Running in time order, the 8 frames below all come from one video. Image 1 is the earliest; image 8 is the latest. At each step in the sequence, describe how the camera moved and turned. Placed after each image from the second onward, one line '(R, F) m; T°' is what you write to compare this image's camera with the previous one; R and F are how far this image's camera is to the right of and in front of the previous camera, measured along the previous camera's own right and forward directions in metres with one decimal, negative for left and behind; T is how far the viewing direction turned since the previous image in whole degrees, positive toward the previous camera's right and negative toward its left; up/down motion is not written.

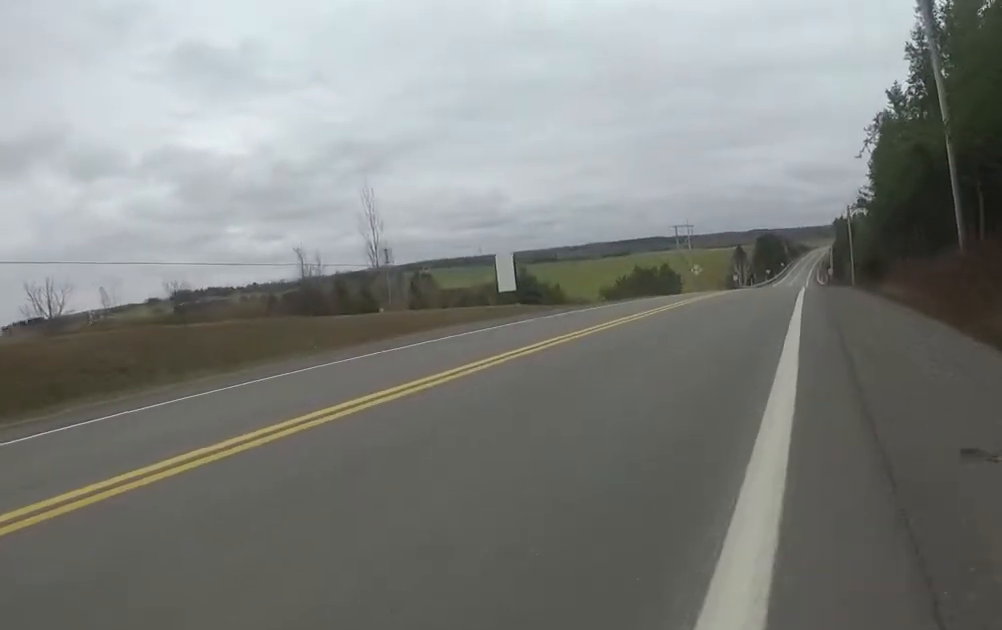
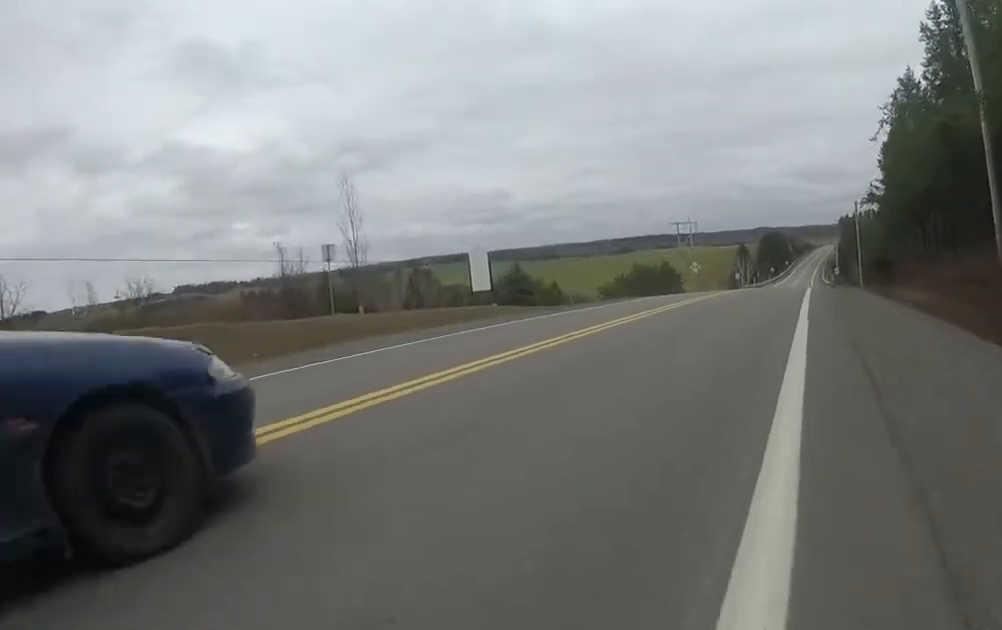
(-0.3, +4.1) m; -1°
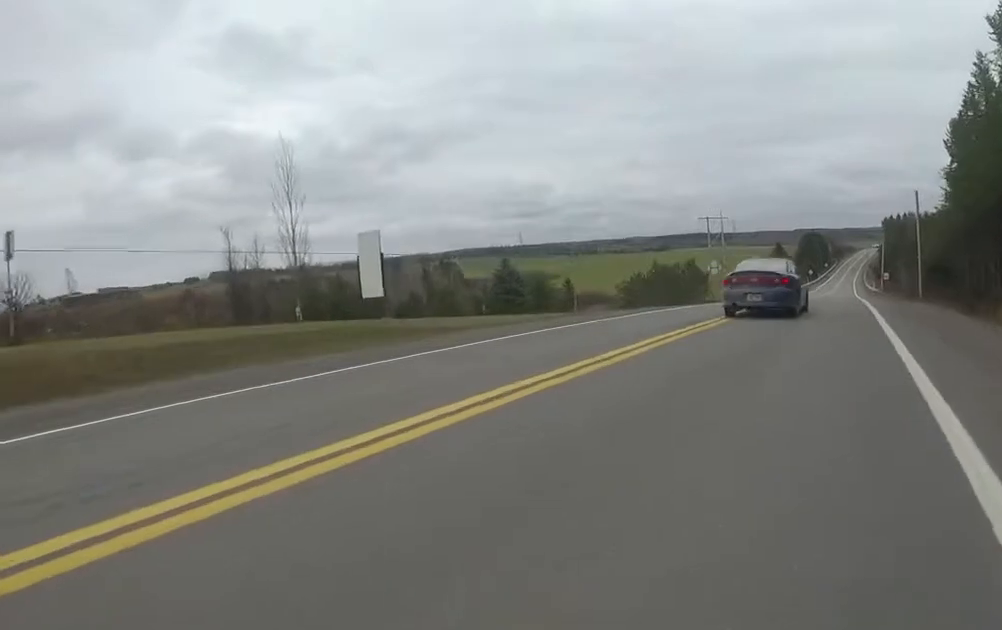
(-0.8, +14.1) m; +4°
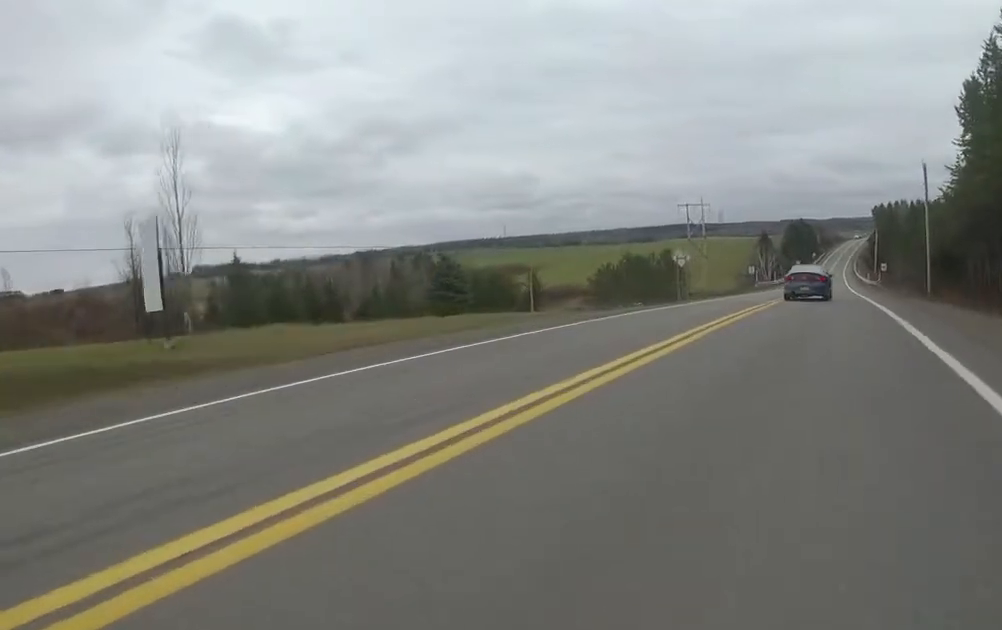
(+1.7, +9.1) m; +7°
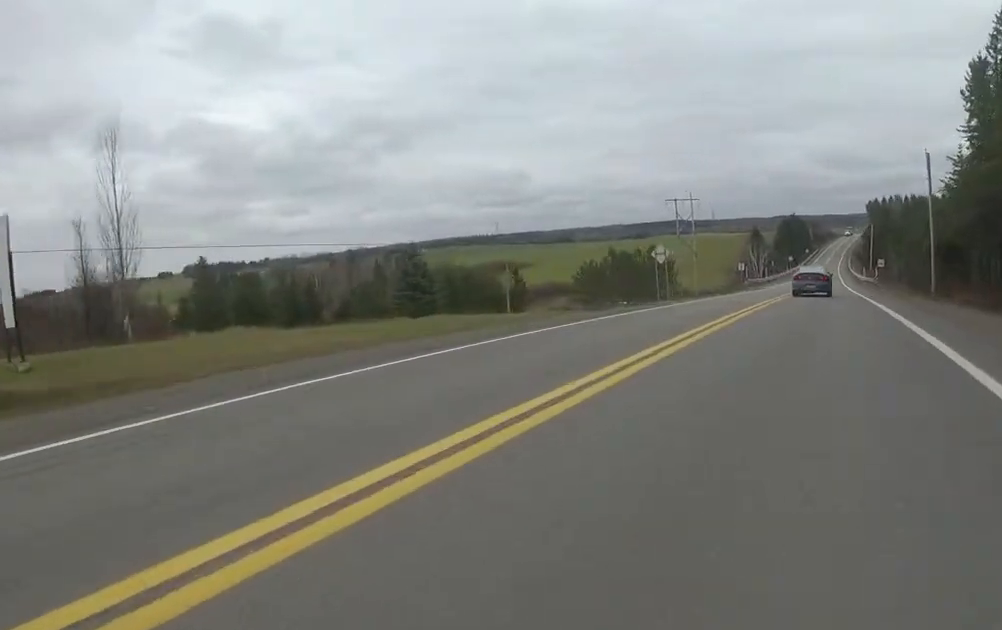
(-0.2, +3.9) m; -3°
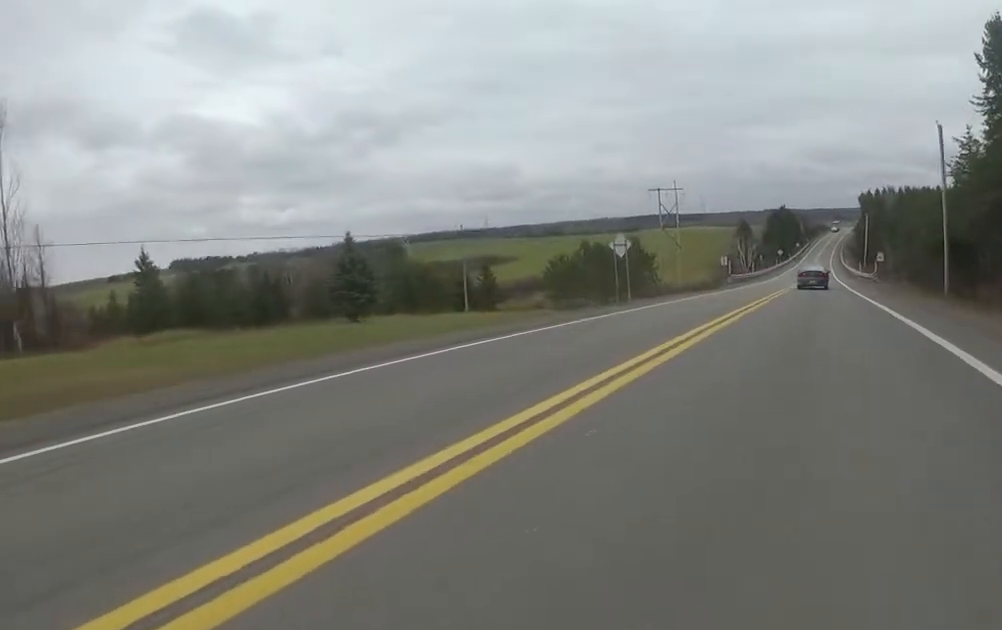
(-0.2, +6.3) m; -4°
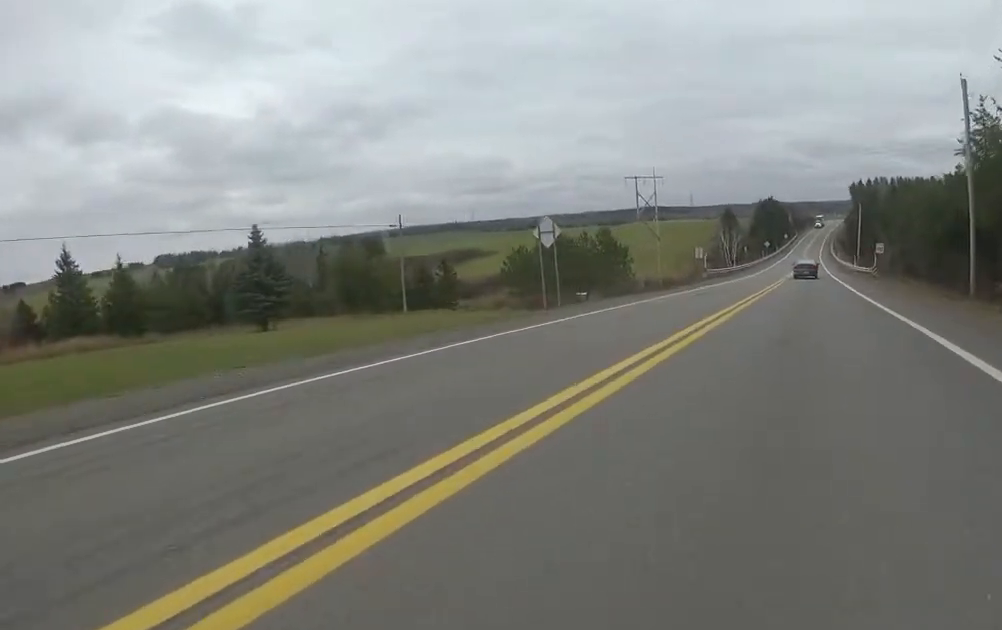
(-0.5, +7.5) m; 0°
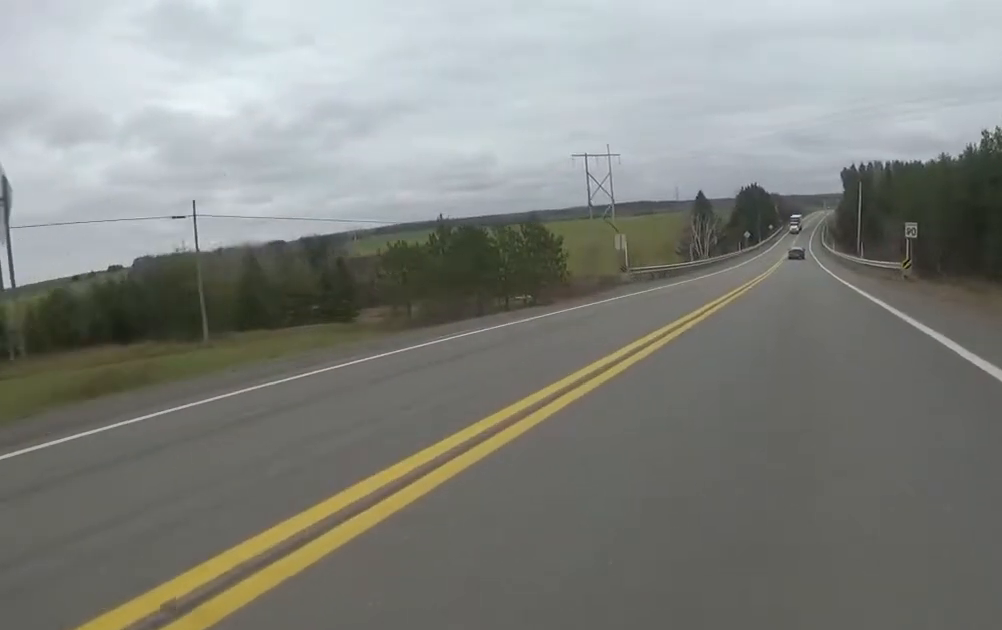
(+2.4, +17.9) m; +8°
